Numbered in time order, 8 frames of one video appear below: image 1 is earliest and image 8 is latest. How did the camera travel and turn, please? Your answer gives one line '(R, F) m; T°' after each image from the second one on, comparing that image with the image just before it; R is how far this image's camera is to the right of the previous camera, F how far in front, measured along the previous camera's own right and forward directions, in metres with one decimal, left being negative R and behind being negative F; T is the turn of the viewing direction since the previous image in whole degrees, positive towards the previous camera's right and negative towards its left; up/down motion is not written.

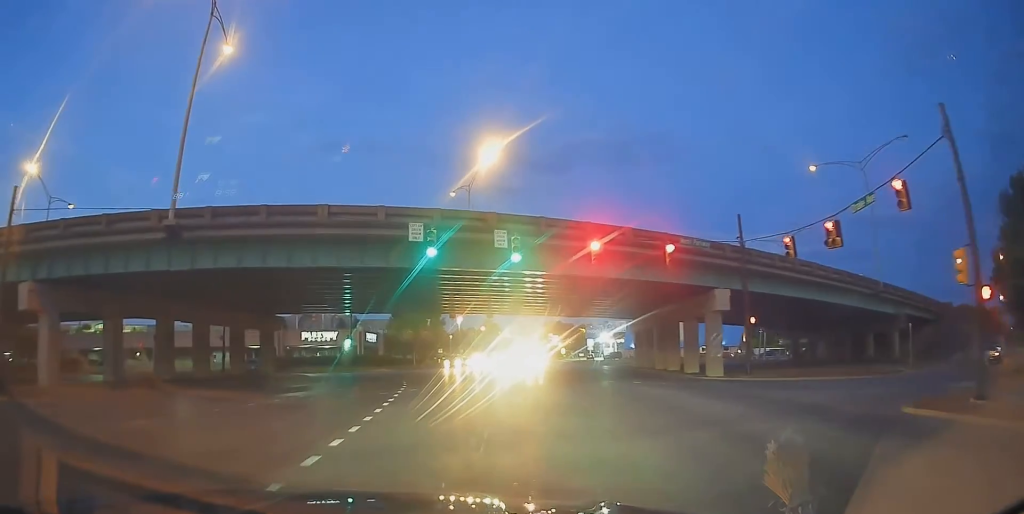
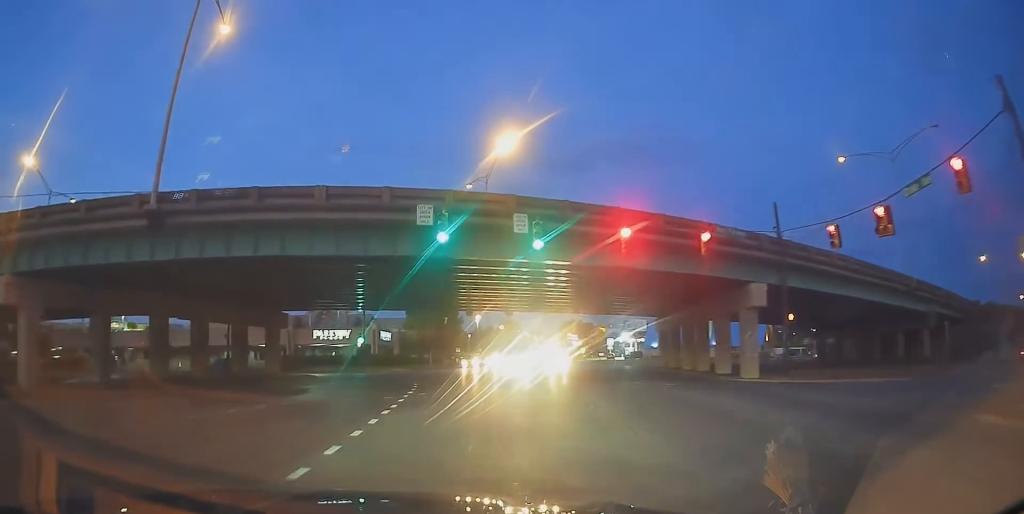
(+0.1, +2.8) m; -1°
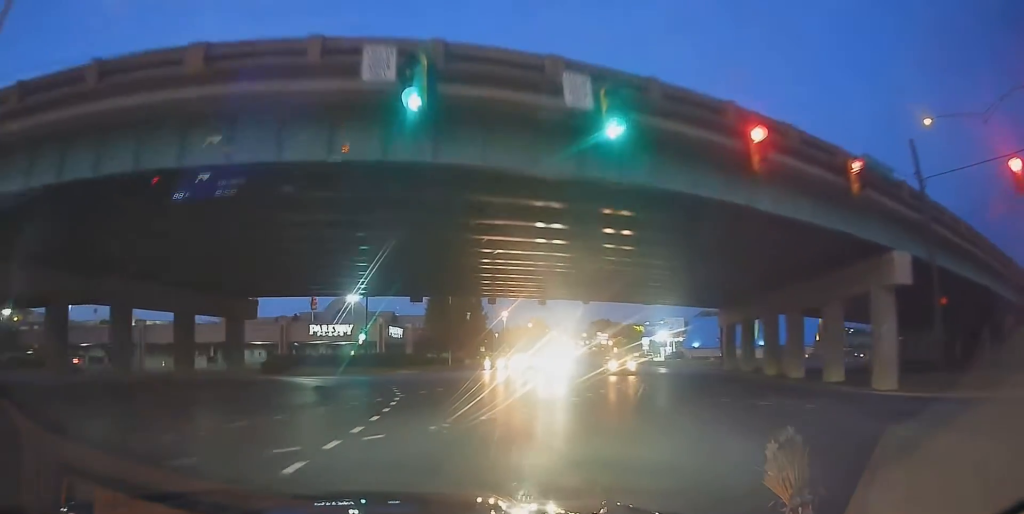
(-0.6, +11.7) m; -5°
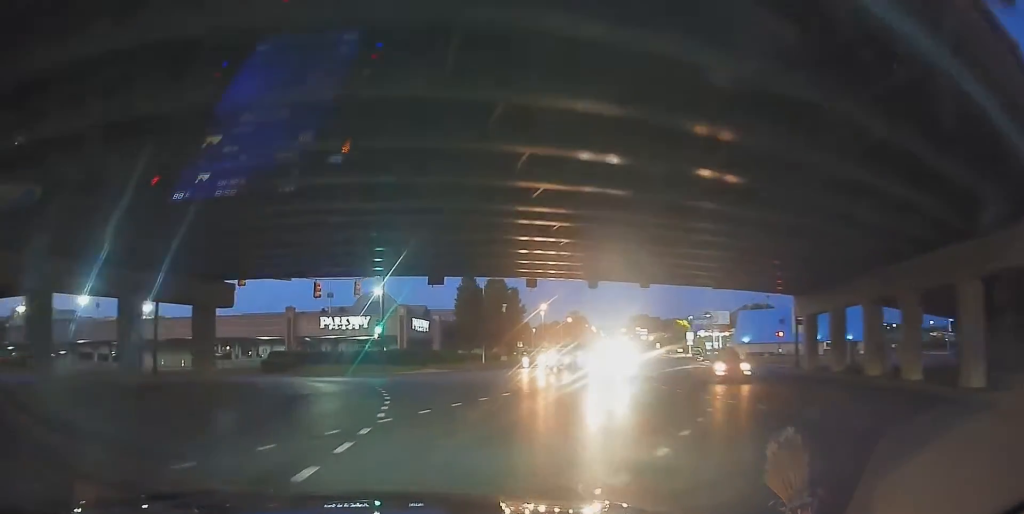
(-0.1, +7.6) m; -3°
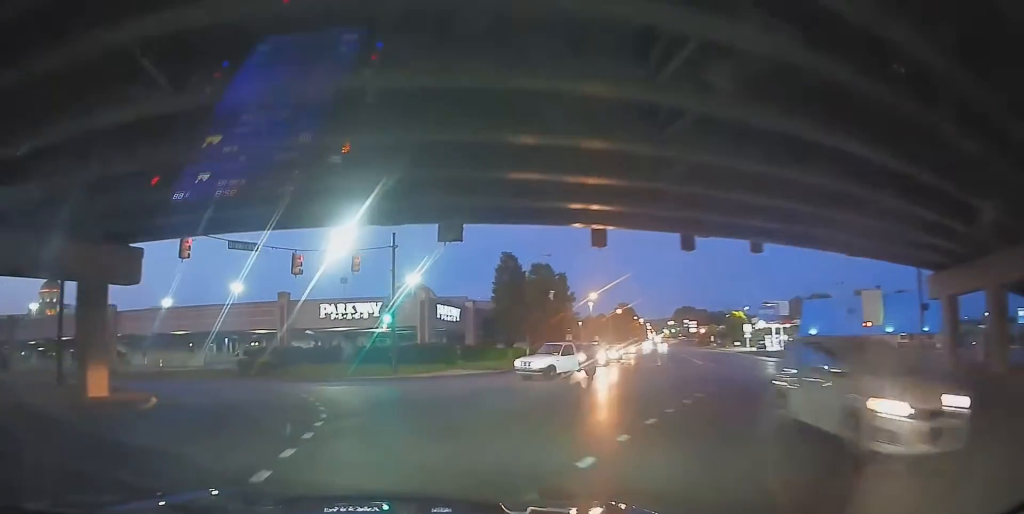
(-0.3, +10.2) m; -3°
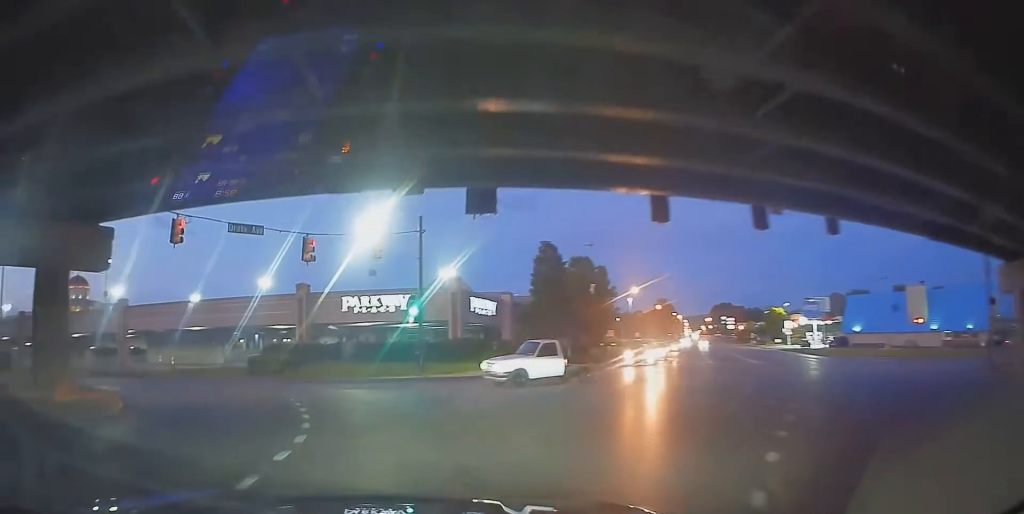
(+0.1, +3.4) m; -1°
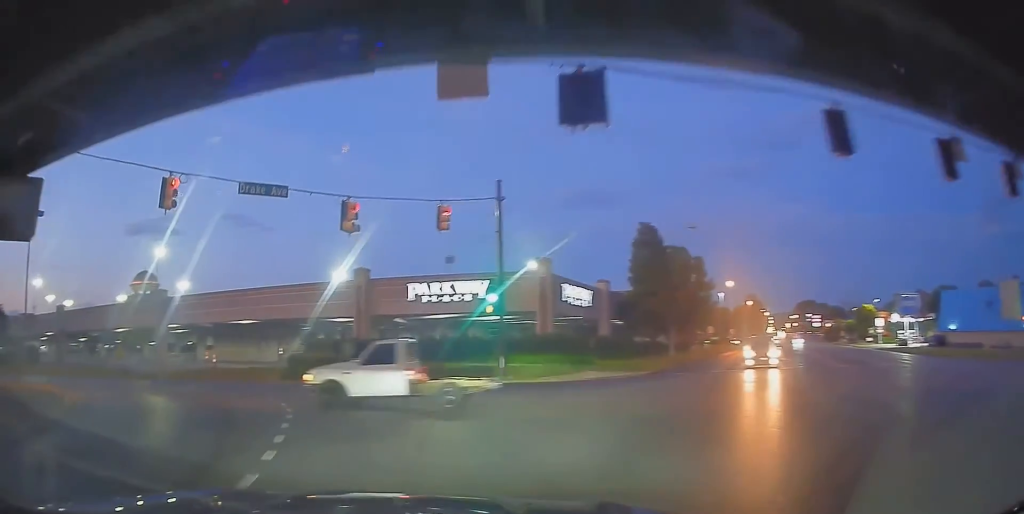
(-0.3, +6.2) m; -9°
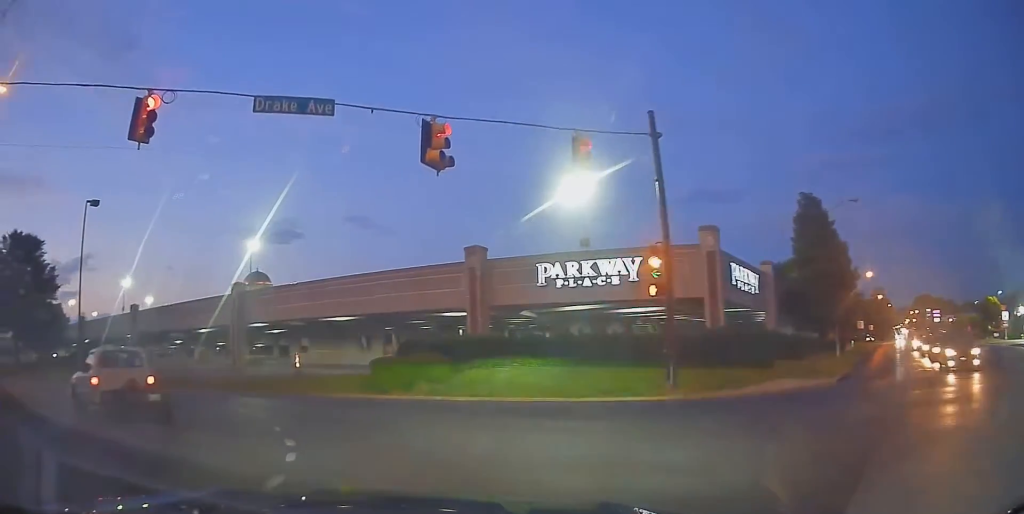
(-1.0, +7.9) m; -23°
